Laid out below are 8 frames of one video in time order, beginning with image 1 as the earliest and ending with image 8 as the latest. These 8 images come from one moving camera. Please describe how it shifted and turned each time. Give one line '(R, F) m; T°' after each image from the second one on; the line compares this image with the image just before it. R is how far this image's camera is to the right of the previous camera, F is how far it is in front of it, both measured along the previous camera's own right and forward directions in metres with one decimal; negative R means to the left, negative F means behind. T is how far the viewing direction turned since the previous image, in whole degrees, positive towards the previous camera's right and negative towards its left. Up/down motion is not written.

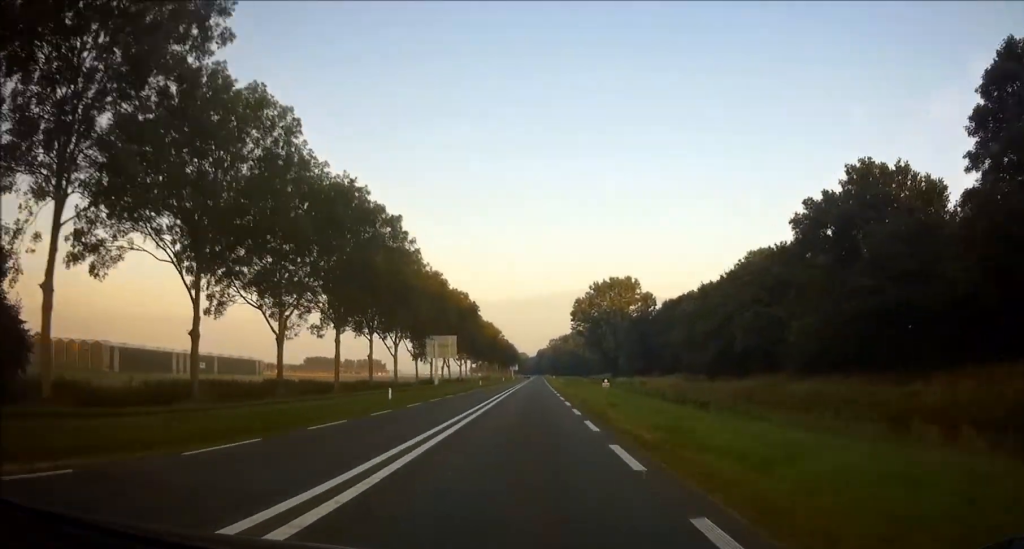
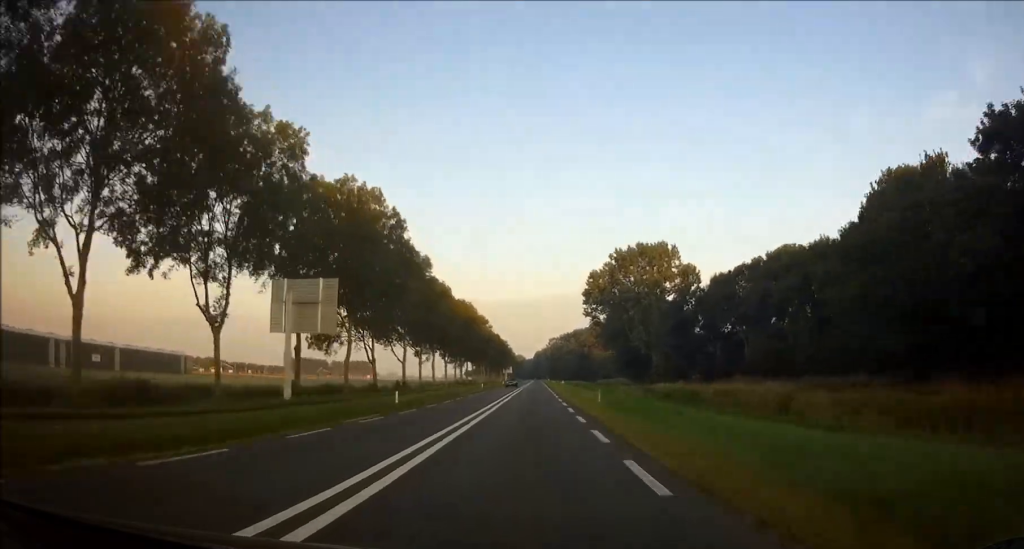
(+0.1, +48.3) m; 0°
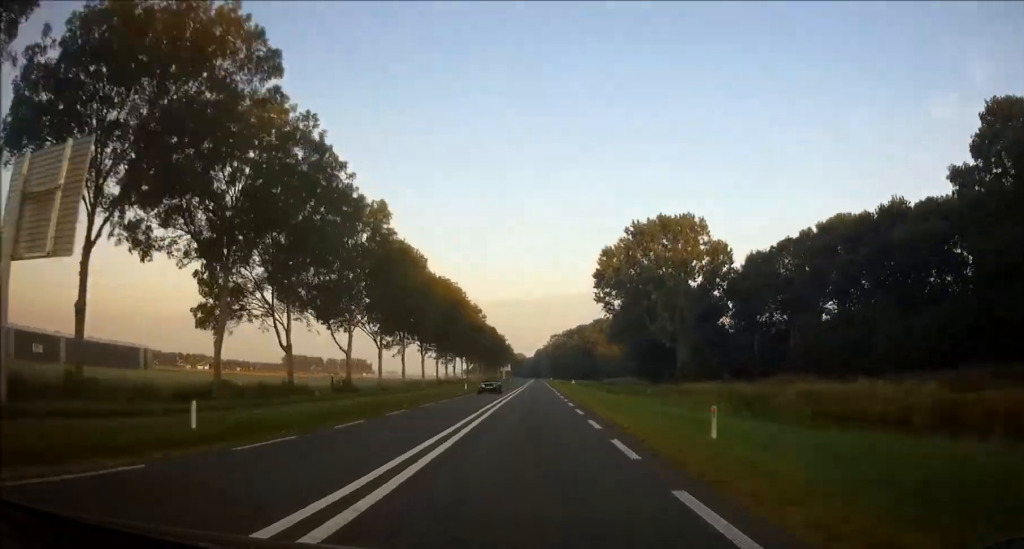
(-0.1, +20.3) m; 0°
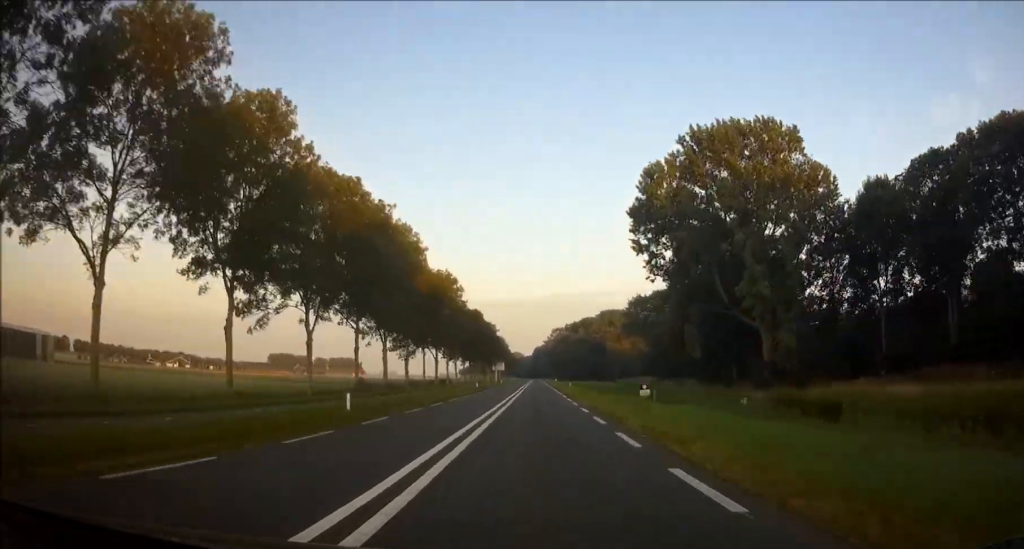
(+0.1, +39.1) m; 0°
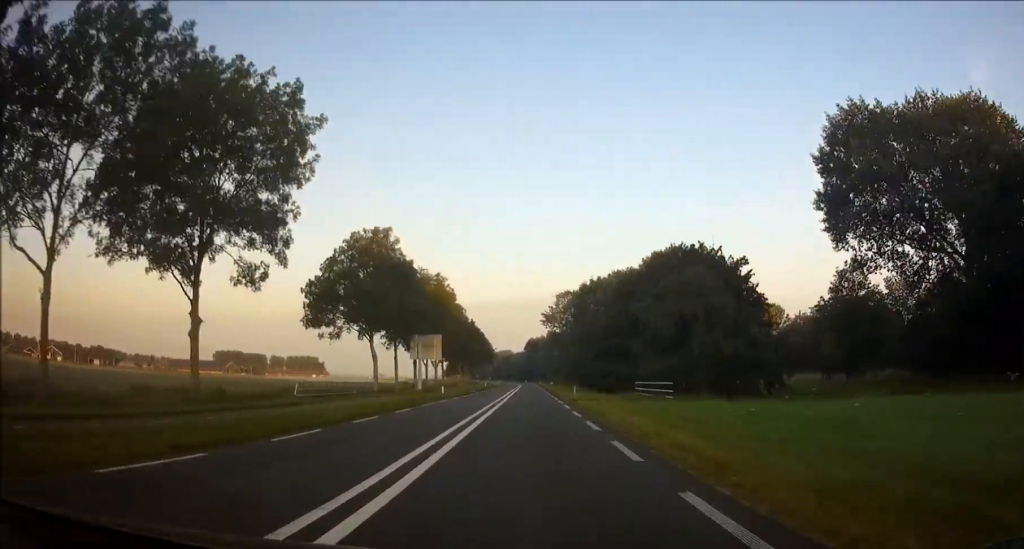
(+0.5, +122.7) m; 0°
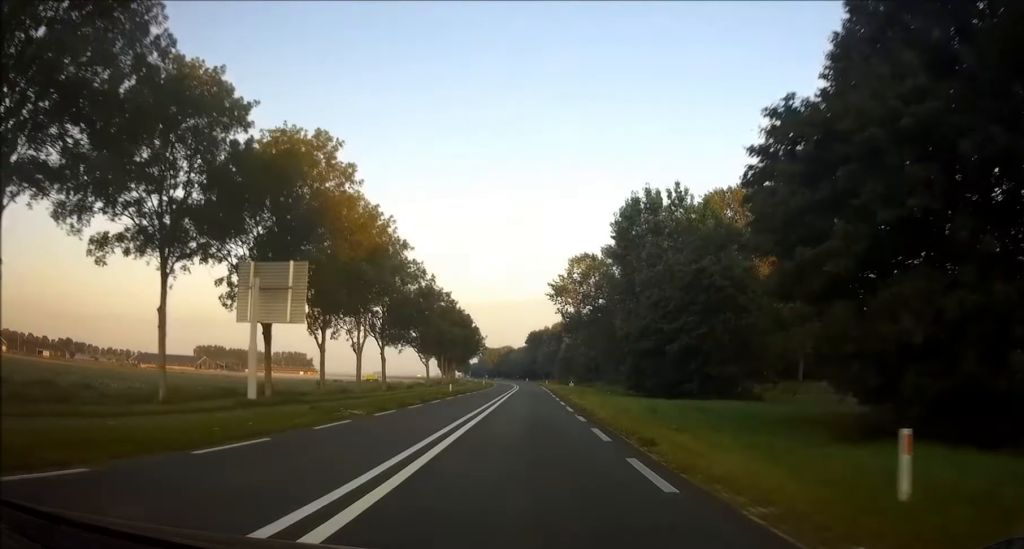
(0.0, +44.3) m; 0°
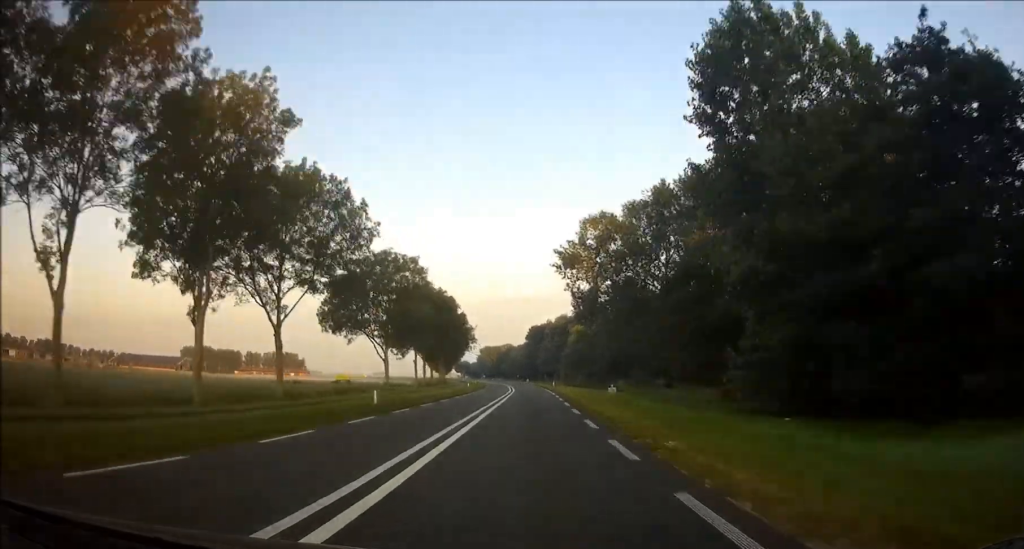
(0.0, +27.0) m; 0°
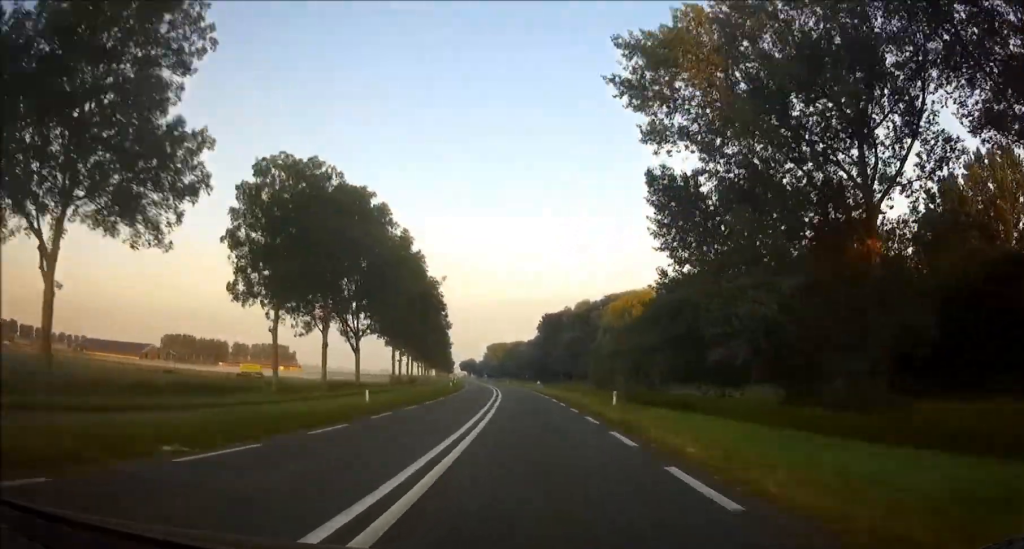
(-0.3, +50.9) m; -1°
